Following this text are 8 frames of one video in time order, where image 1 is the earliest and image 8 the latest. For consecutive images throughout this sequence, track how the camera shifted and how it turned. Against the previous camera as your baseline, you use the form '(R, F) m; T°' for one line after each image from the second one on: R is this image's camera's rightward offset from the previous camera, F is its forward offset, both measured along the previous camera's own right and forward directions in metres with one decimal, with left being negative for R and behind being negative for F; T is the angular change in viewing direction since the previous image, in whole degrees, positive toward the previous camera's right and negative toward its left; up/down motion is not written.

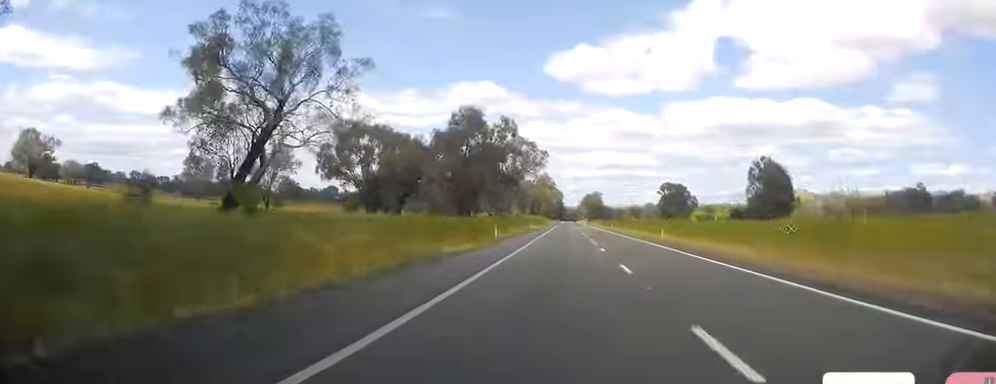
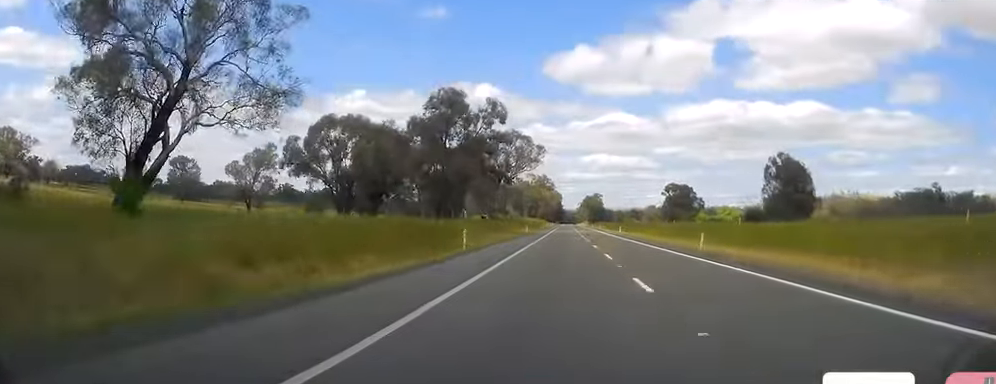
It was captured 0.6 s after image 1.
(-0.1, +16.5) m; 0°
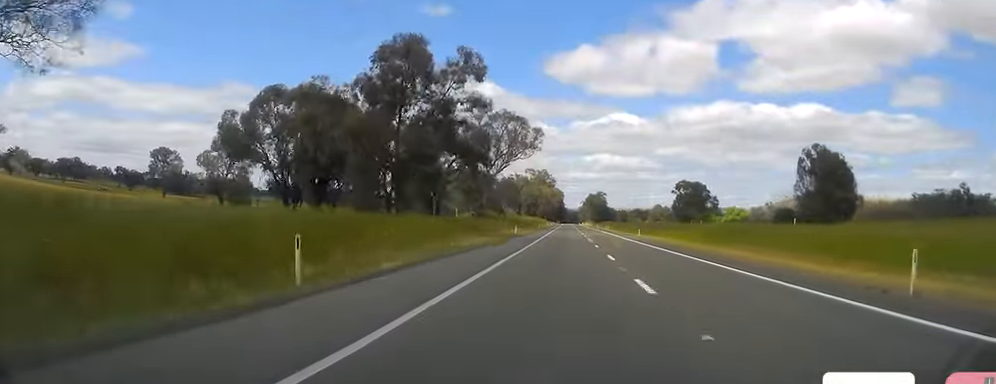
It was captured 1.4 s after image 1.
(+0.5, +24.2) m; 0°
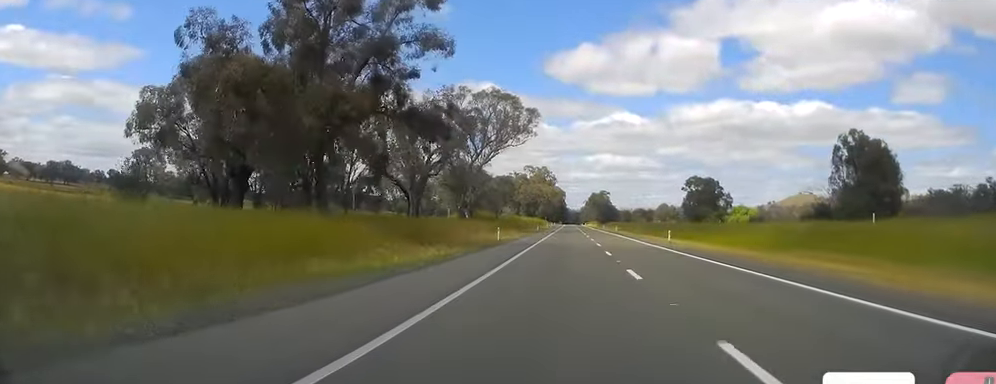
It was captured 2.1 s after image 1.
(-0.4, +20.5) m; -1°
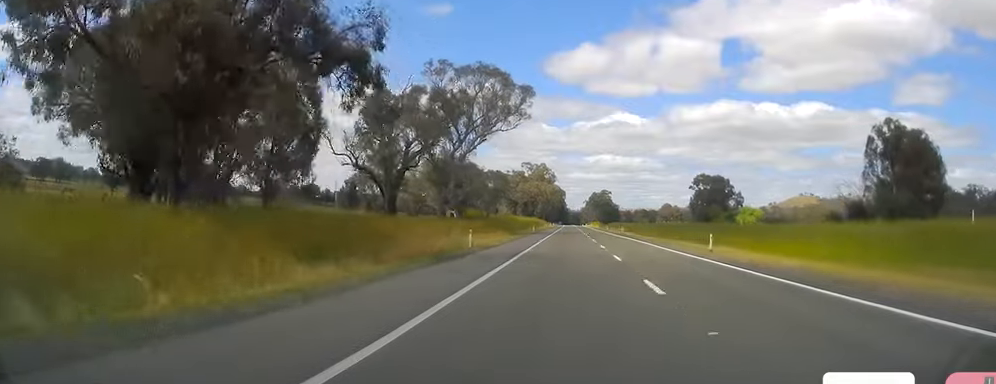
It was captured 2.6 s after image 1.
(-0.1, +15.5) m; 0°
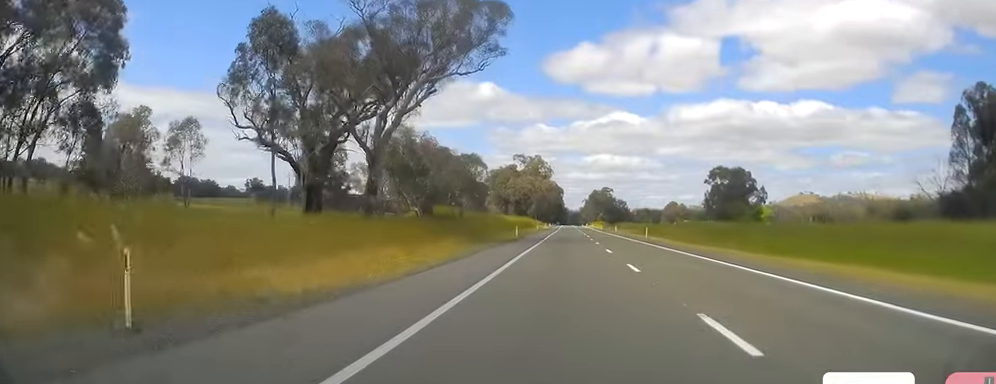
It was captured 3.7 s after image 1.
(+0.4, +30.0) m; +2°
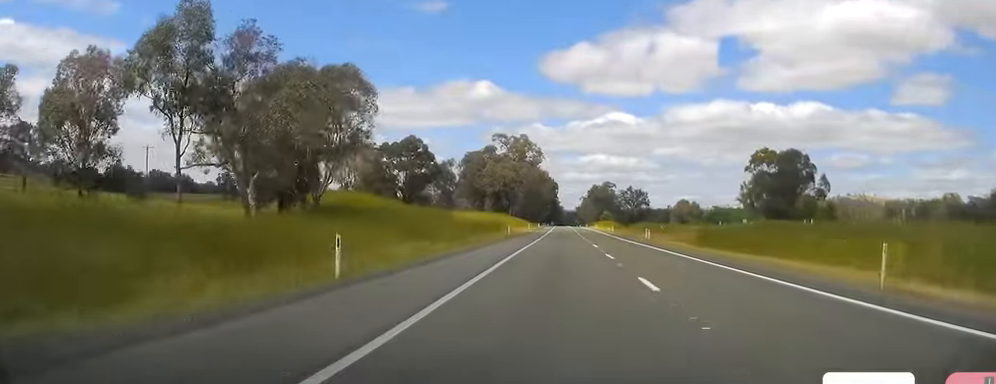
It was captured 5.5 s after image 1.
(+0.8, +53.5) m; -1°
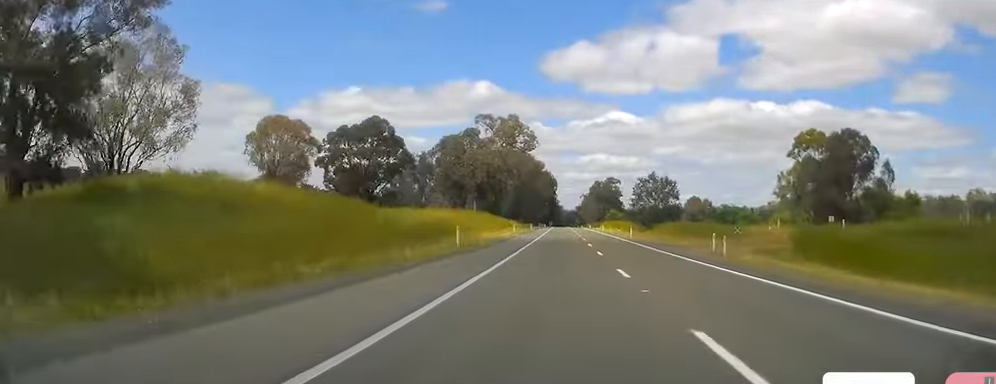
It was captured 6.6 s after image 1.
(-0.4, +31.9) m; 0°
